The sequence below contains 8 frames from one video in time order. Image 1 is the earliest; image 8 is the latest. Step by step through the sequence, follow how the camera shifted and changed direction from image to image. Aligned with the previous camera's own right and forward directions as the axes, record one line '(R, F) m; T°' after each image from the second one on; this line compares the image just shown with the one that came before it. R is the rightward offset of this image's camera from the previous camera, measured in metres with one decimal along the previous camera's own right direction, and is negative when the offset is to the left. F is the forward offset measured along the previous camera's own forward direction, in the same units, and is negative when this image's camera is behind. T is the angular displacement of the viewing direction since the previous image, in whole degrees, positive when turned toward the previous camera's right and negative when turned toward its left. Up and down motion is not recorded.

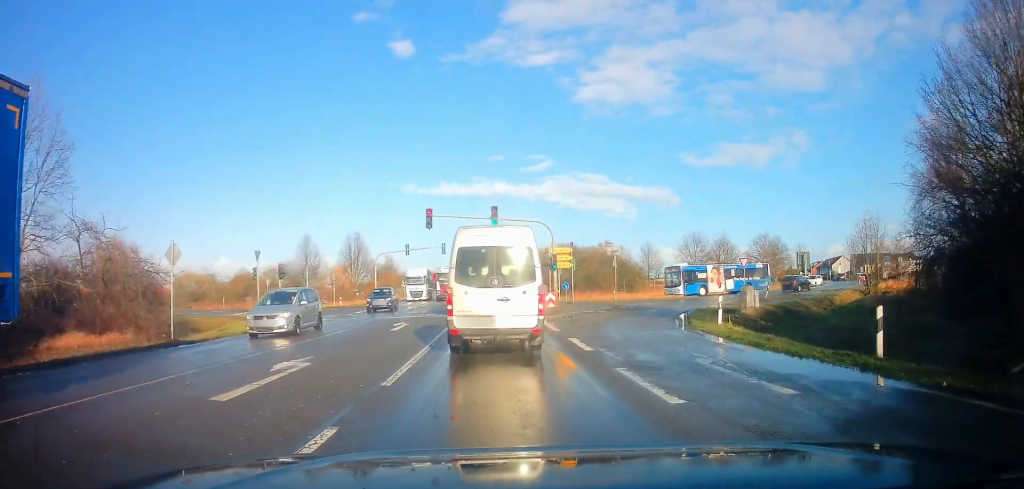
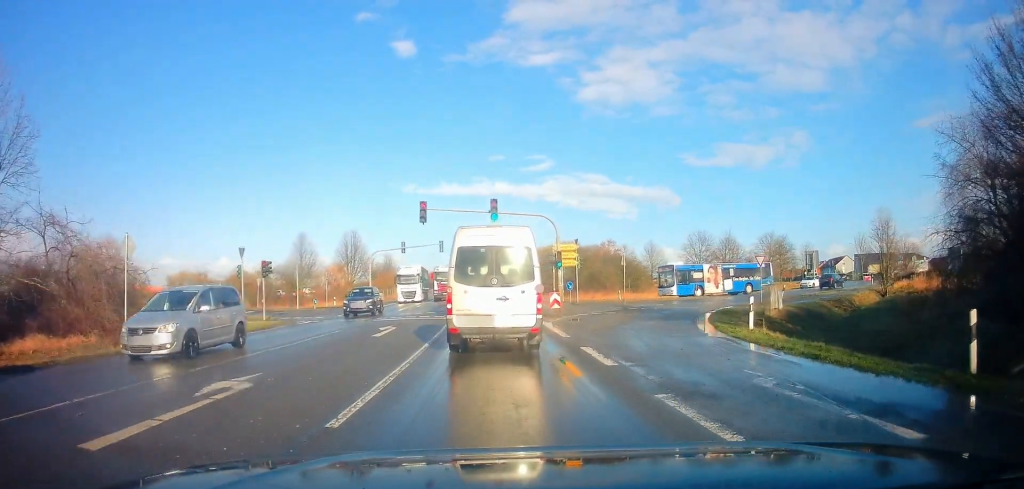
(-0.3, +2.7) m; 0°
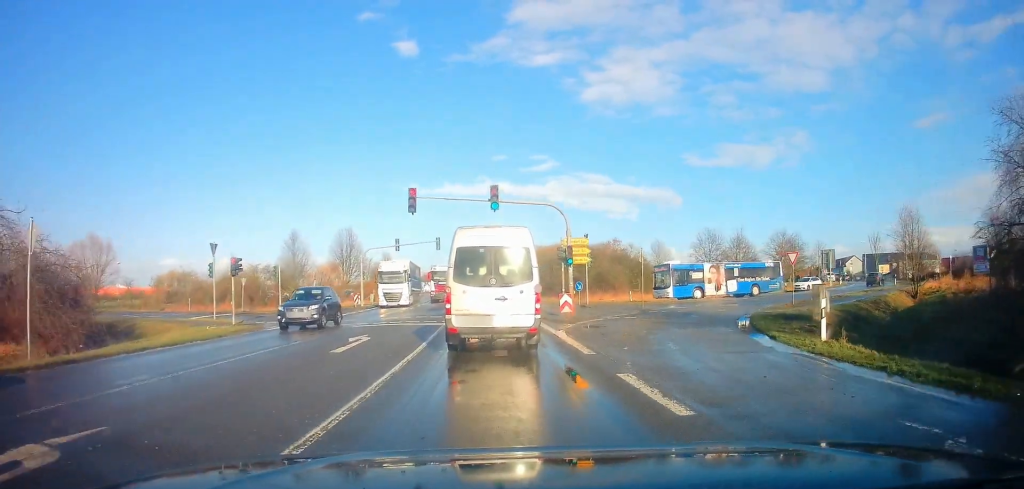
(-0.1, +4.2) m; 0°
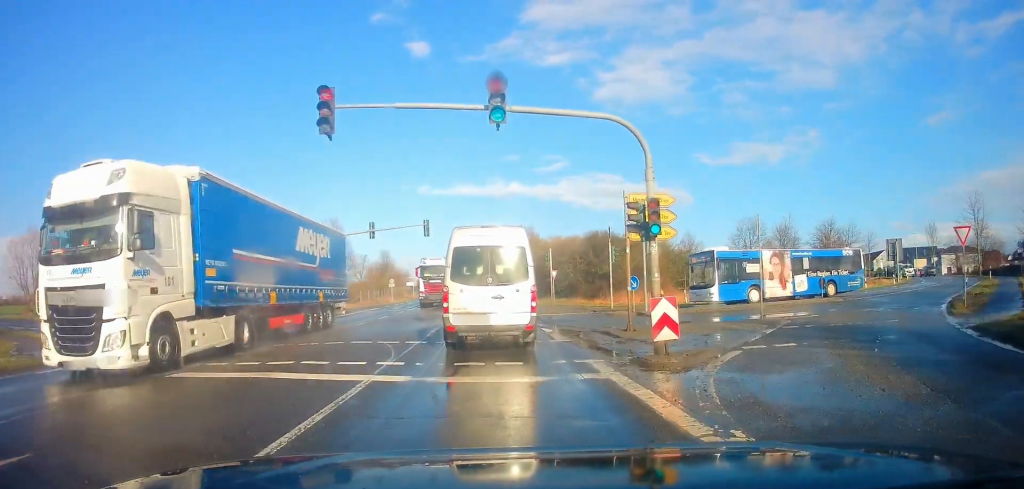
(+0.4, +13.3) m; +2°
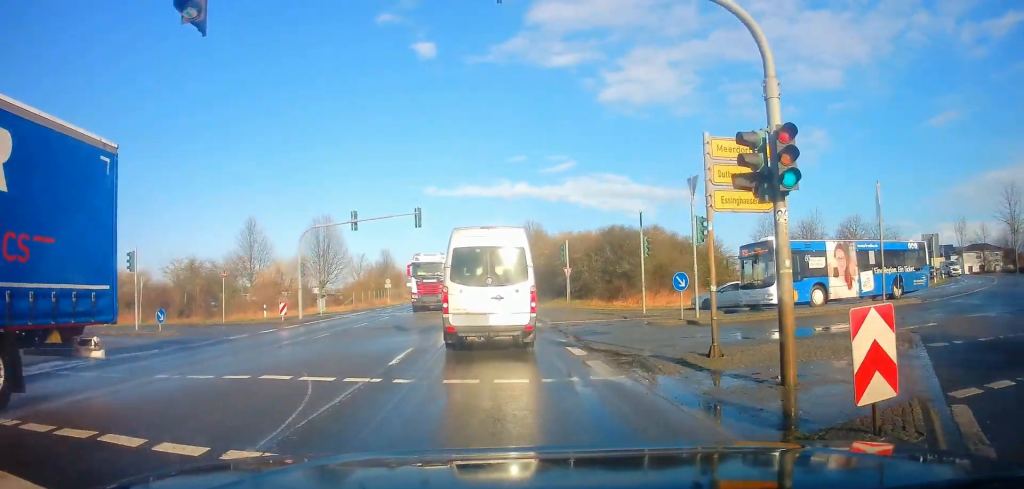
(+0.1, +5.9) m; -1°
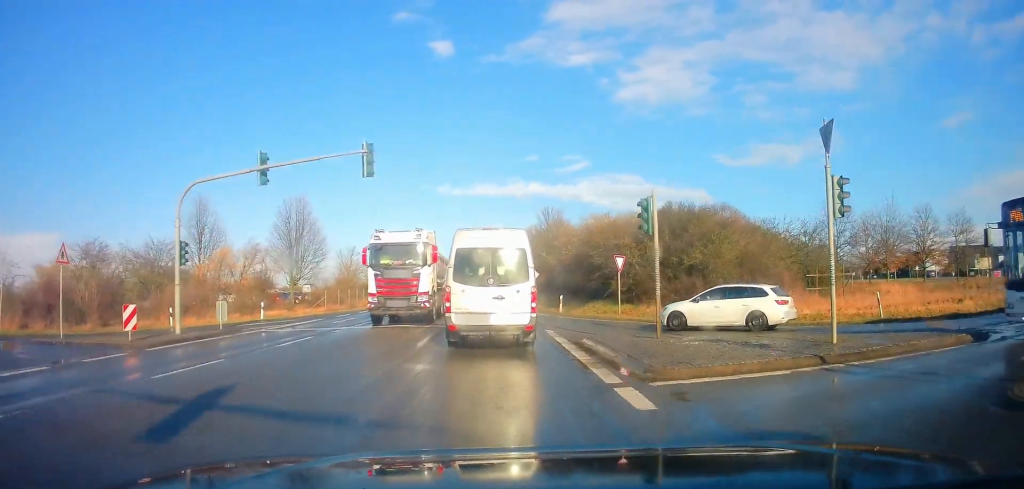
(-0.6, +14.4) m; -3°
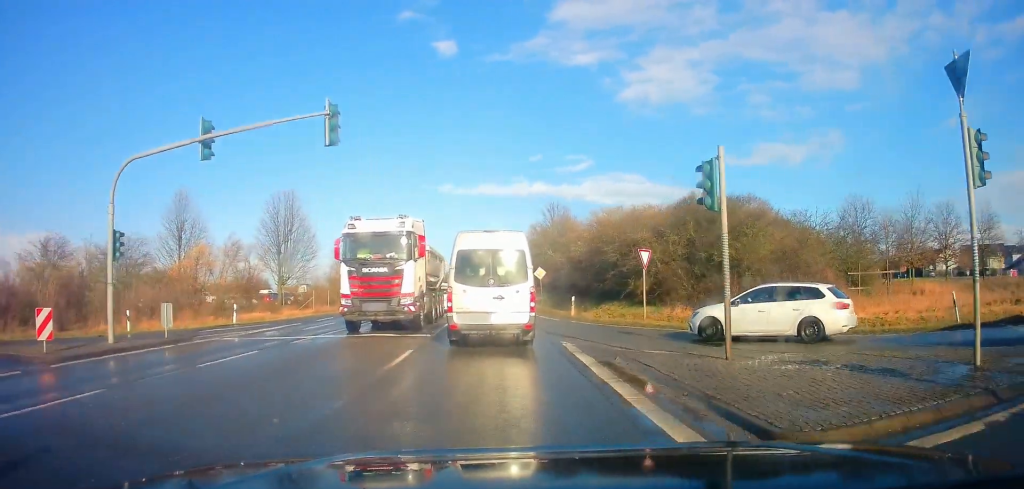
(0.0, +4.2) m; 0°
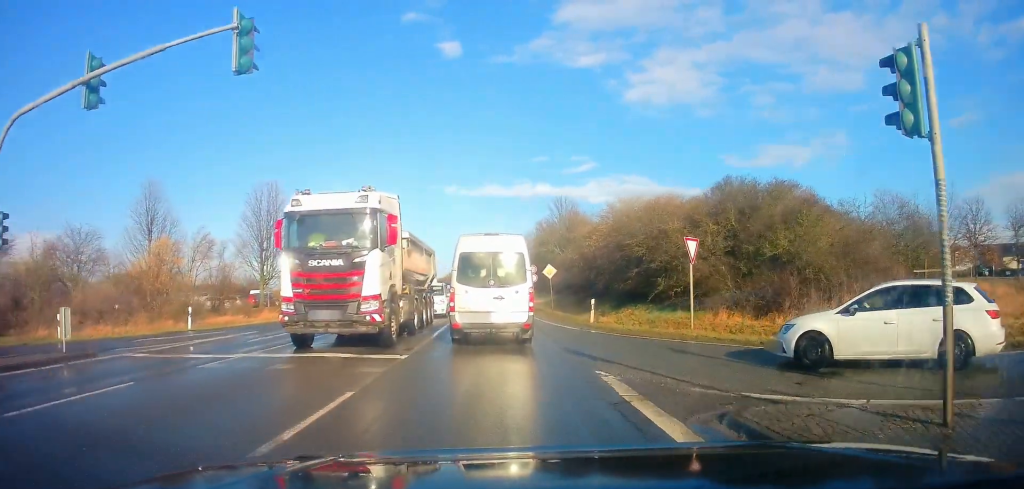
(0.0, +5.3) m; 0°
